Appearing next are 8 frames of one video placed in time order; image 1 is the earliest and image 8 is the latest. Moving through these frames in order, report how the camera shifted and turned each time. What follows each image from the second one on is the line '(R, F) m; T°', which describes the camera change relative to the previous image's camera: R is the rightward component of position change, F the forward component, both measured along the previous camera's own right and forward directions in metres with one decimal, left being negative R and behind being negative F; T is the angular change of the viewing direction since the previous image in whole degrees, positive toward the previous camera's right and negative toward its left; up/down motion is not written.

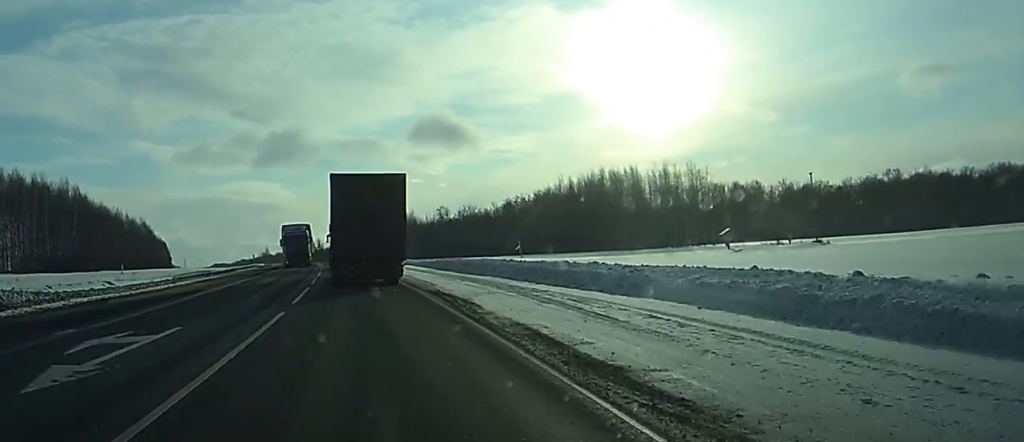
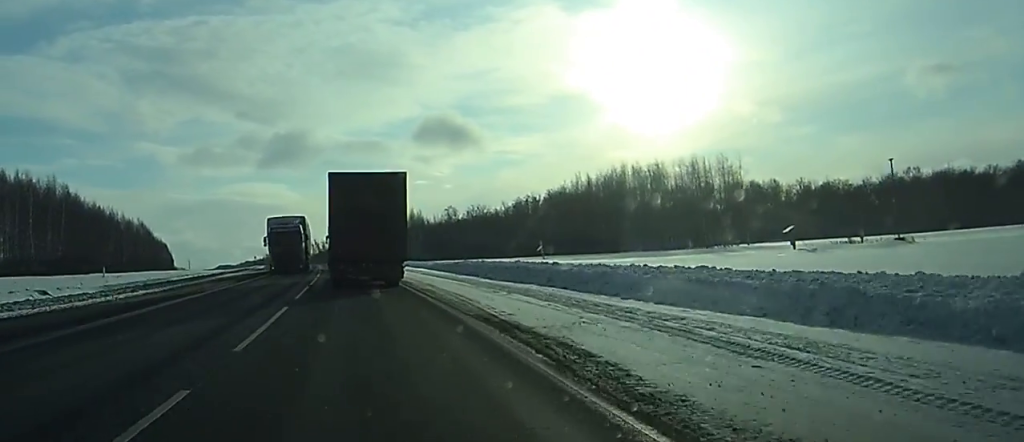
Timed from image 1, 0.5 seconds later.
(+0.2, +10.3) m; 0°
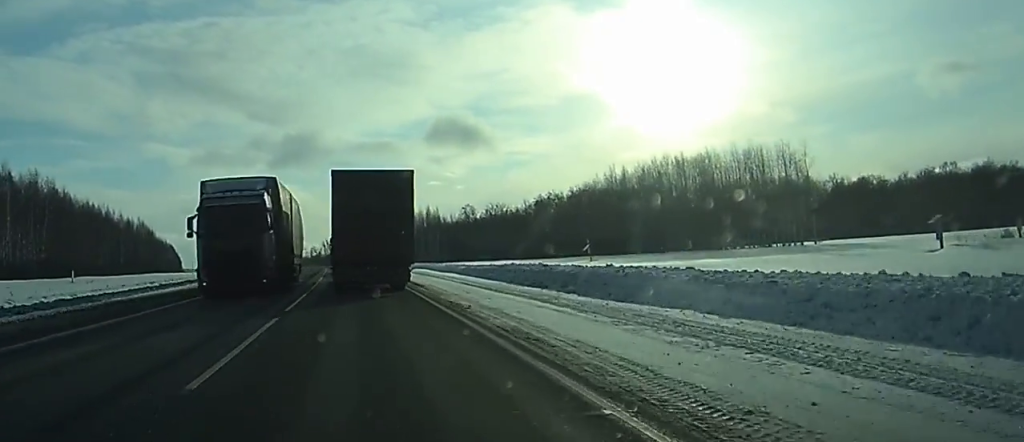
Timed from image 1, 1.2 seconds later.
(+0.3, +15.4) m; 0°
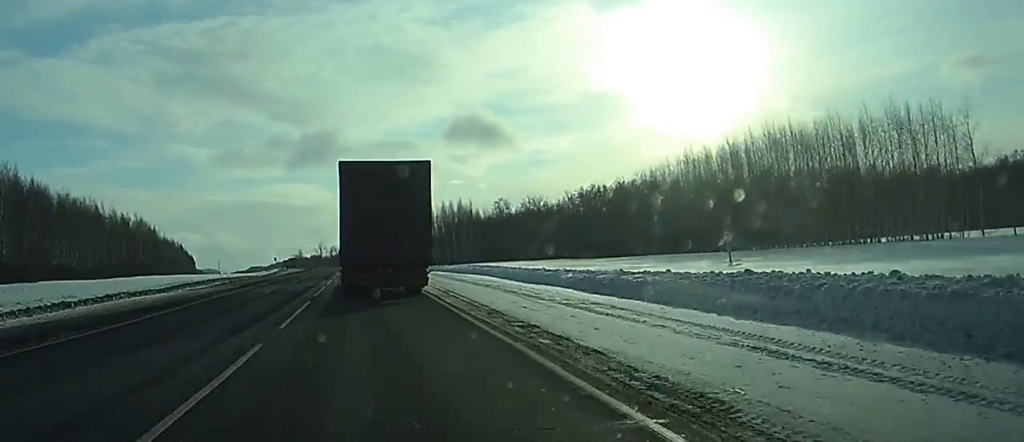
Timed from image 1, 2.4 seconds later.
(-0.5, +27.5) m; 0°
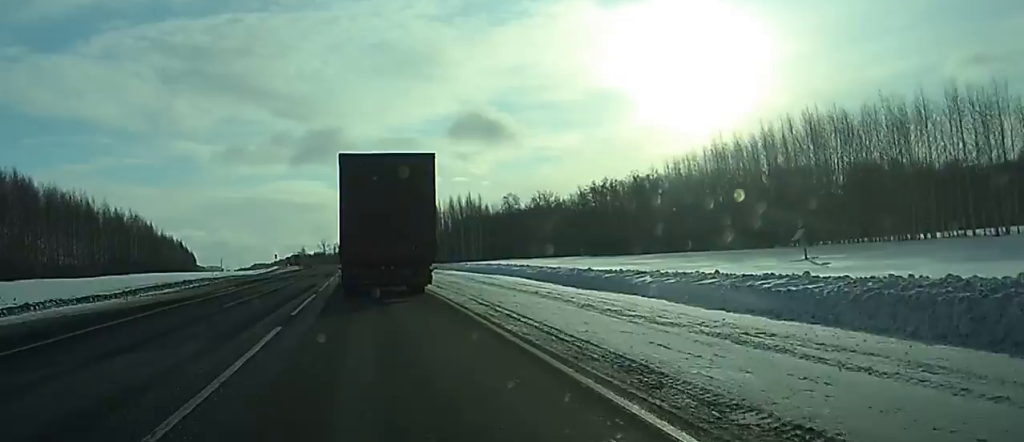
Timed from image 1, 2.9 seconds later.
(+0.1, +9.3) m; 0°
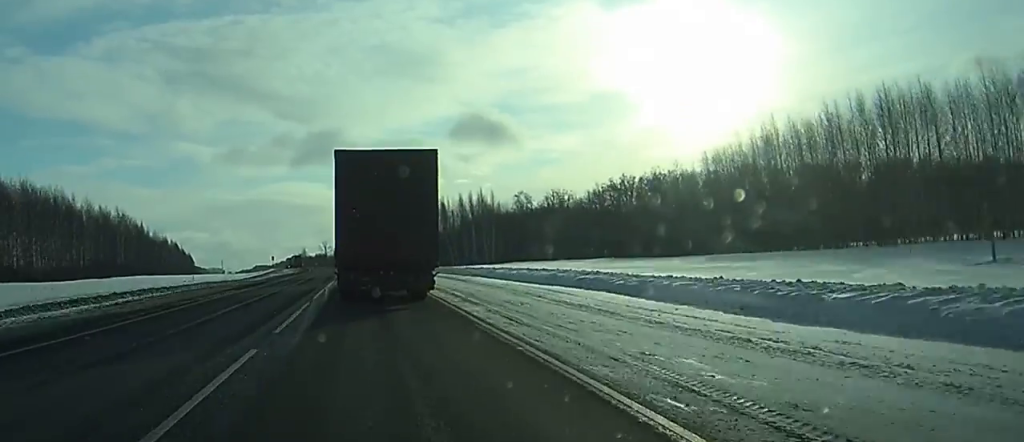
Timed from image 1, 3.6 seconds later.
(0.0, +15.0) m; 0°
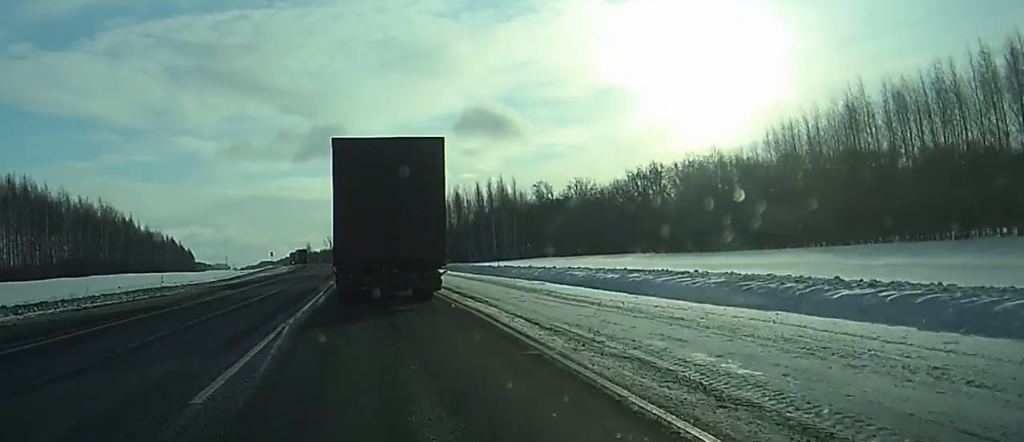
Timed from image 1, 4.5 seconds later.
(-0.1, +19.2) m; -1°
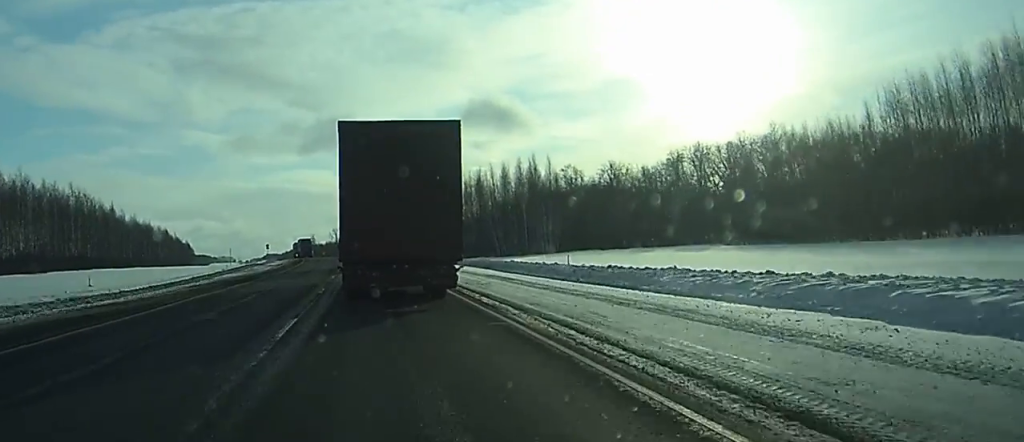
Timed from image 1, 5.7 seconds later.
(-0.3, +25.4) m; -3°
